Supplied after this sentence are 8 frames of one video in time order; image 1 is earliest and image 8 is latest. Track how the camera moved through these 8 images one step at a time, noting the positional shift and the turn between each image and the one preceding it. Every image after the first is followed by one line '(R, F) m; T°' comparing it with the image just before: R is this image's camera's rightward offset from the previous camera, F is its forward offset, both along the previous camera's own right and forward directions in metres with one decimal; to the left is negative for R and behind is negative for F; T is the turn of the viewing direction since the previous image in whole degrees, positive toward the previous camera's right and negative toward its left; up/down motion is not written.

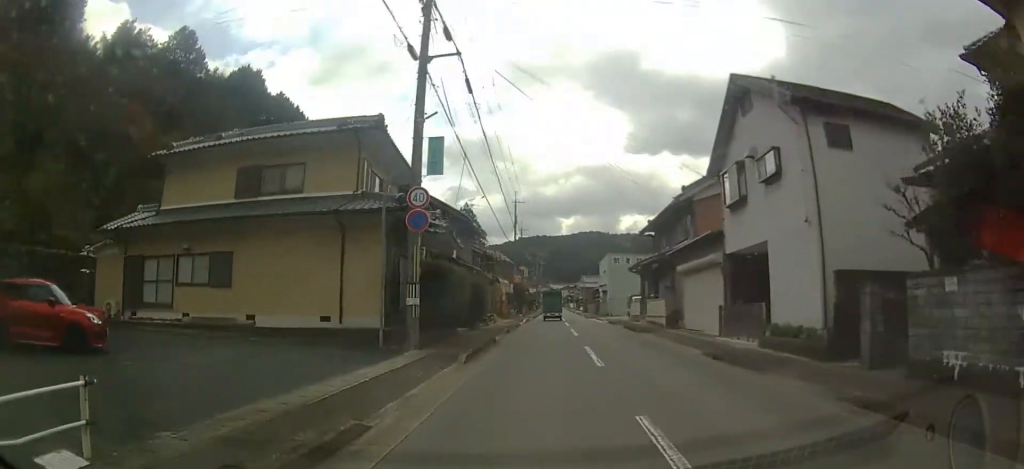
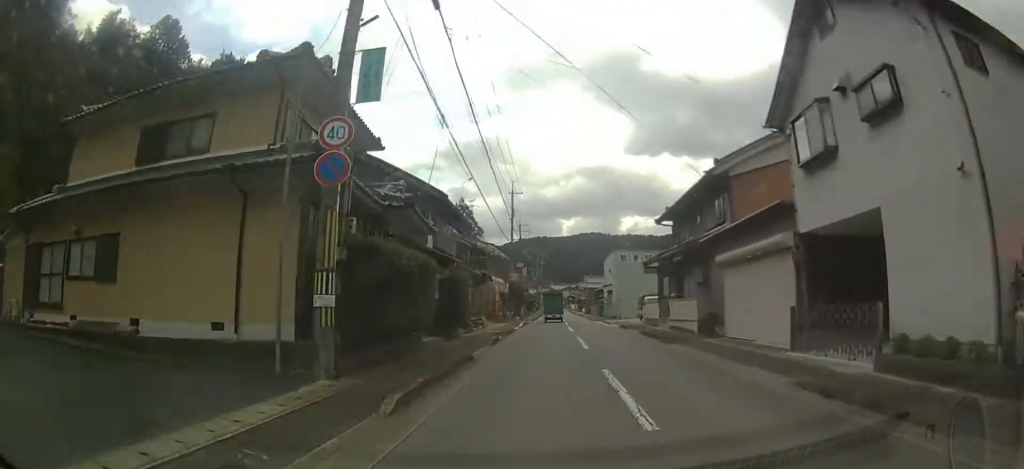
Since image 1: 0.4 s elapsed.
(+0.1, +6.1) m; 0°
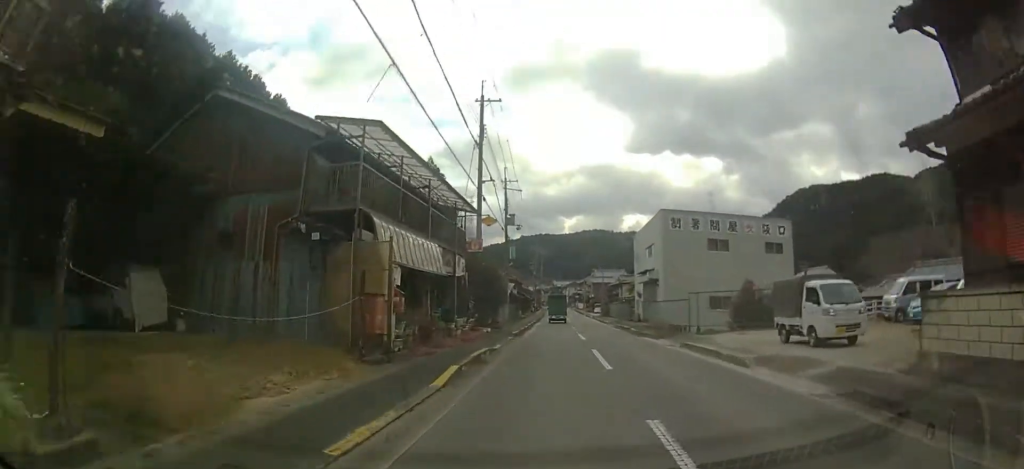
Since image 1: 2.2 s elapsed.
(-0.4, +24.8) m; -1°
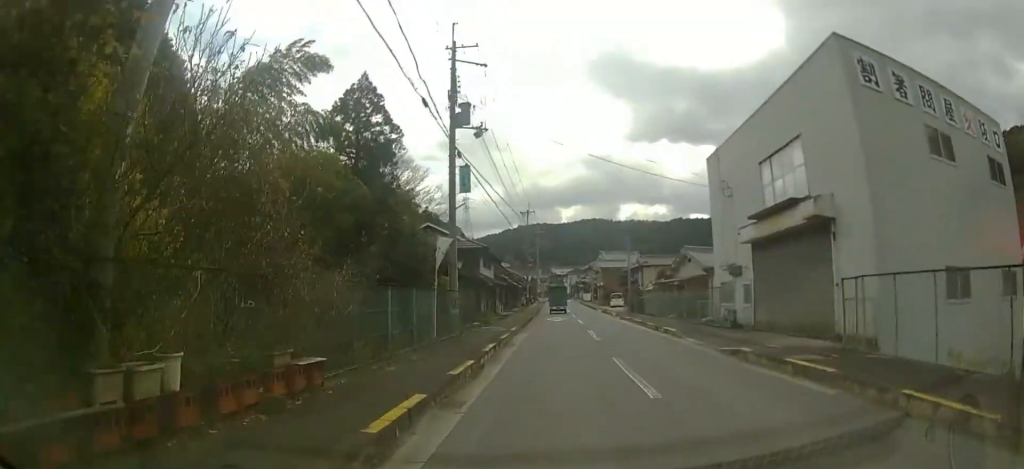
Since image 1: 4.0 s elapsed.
(+0.3, +24.1) m; 0°
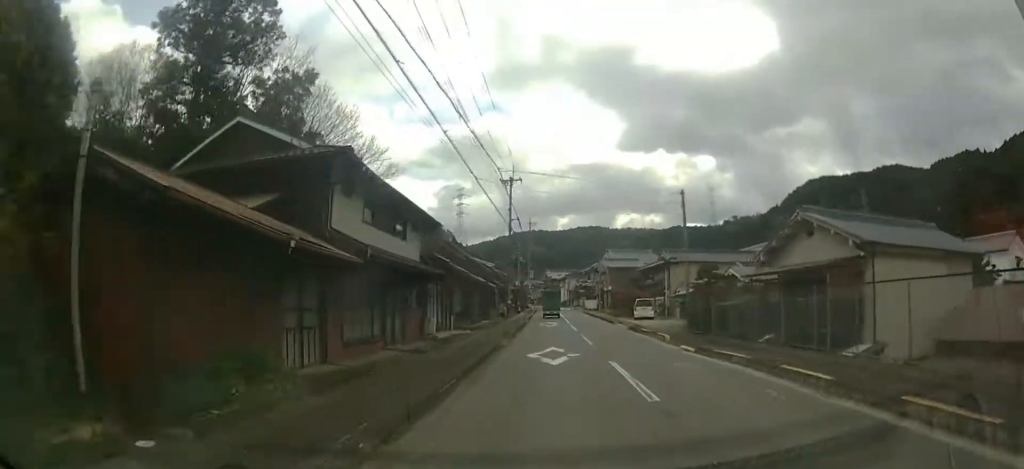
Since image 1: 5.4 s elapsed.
(-0.3, +20.2) m; +1°
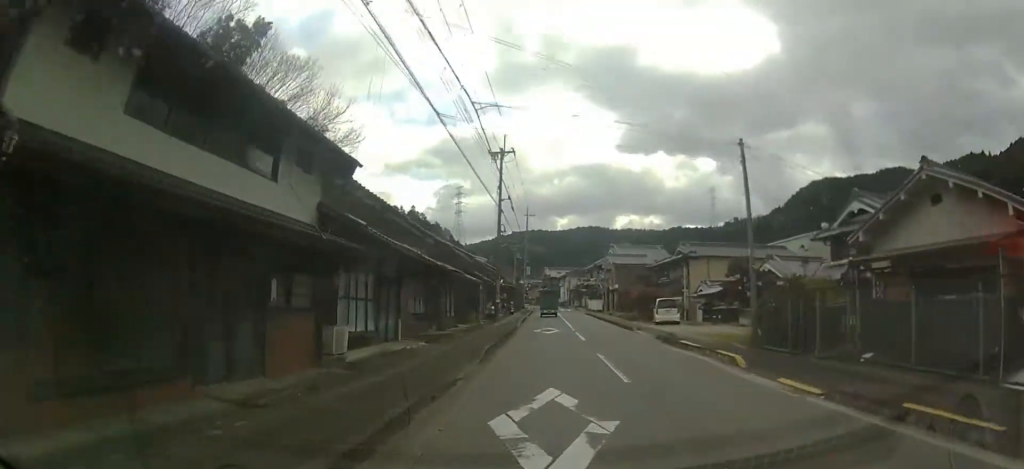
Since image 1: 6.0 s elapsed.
(+0.2, +8.2) m; 0°
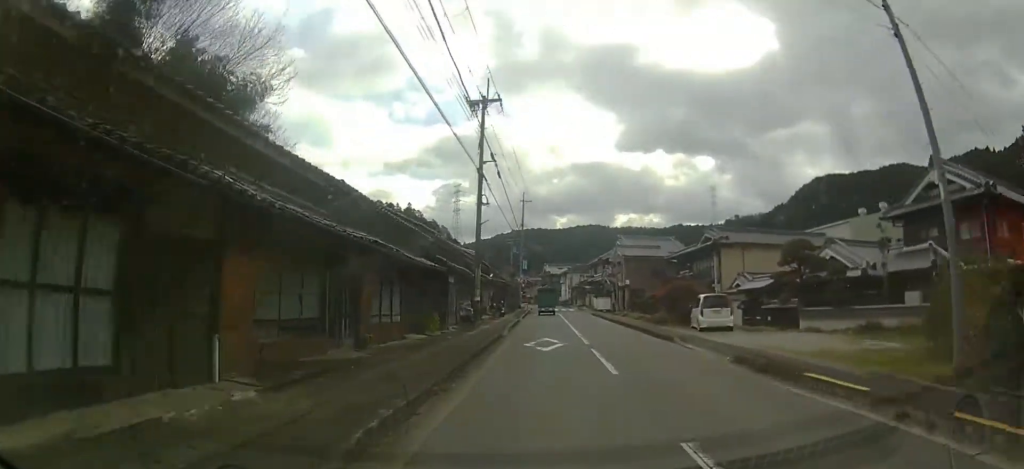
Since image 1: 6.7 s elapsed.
(+0.2, +8.9) m; 0°
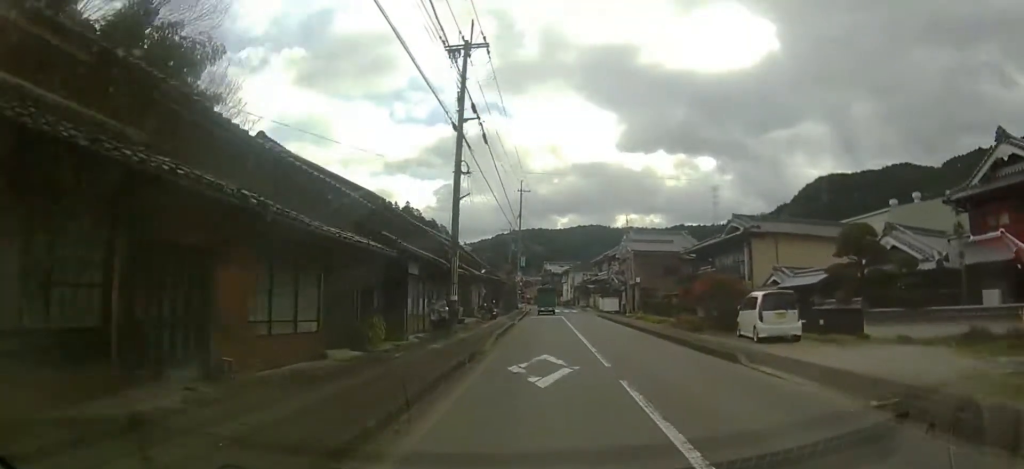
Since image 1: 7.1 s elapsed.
(-0.2, +6.0) m; 0°
